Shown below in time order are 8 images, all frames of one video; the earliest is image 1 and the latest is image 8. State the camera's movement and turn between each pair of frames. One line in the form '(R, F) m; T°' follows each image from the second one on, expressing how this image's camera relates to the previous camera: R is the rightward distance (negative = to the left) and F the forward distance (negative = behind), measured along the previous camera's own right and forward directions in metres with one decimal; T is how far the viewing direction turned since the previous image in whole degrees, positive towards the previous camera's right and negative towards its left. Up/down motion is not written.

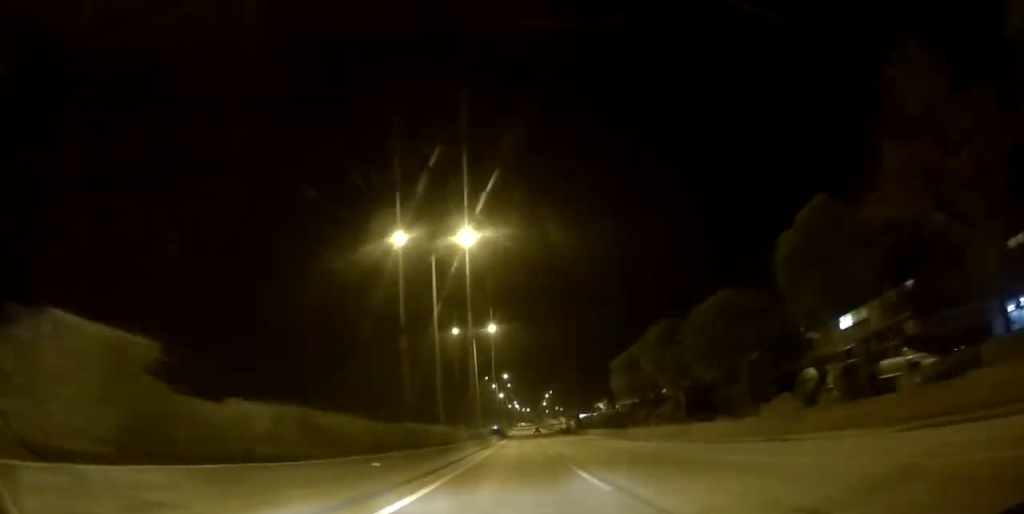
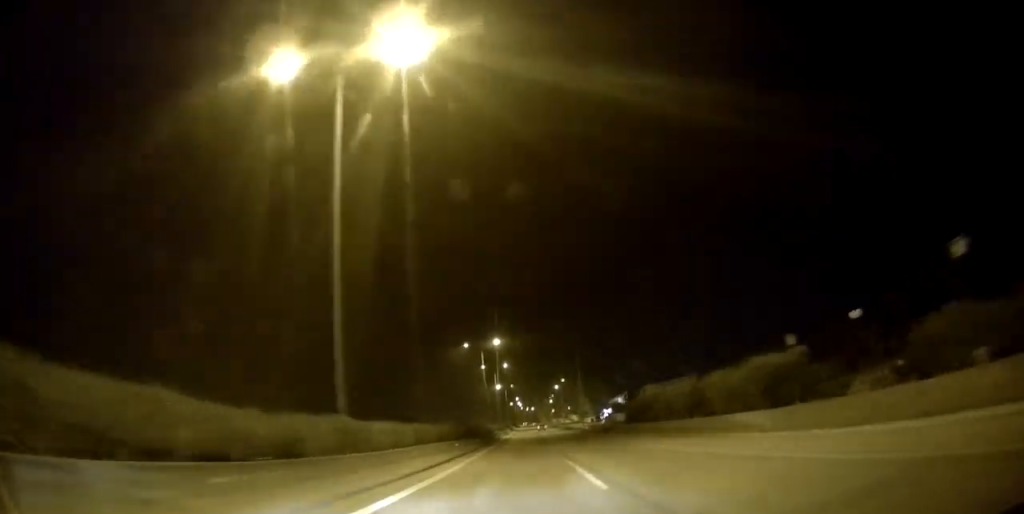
(-0.8, +53.5) m; -2°
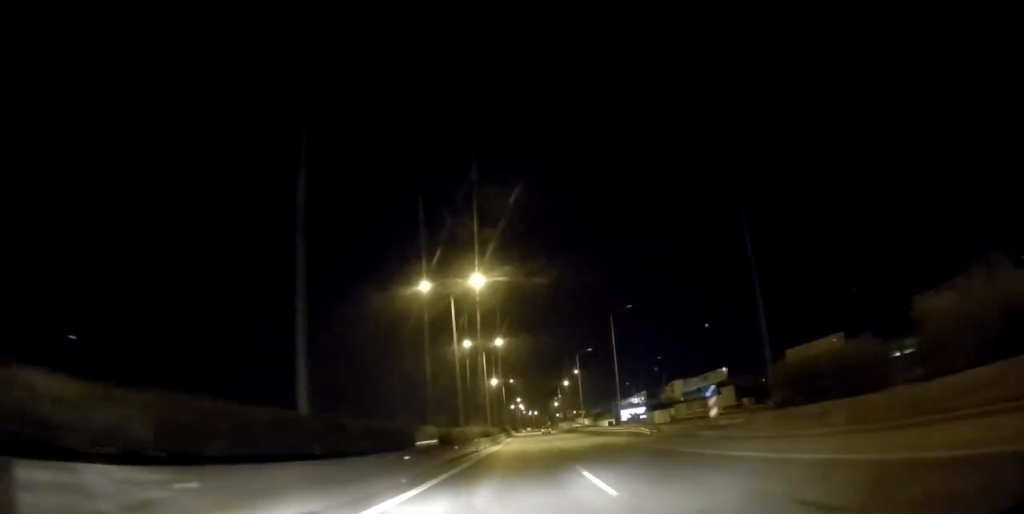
(-0.4, +36.6) m; 0°
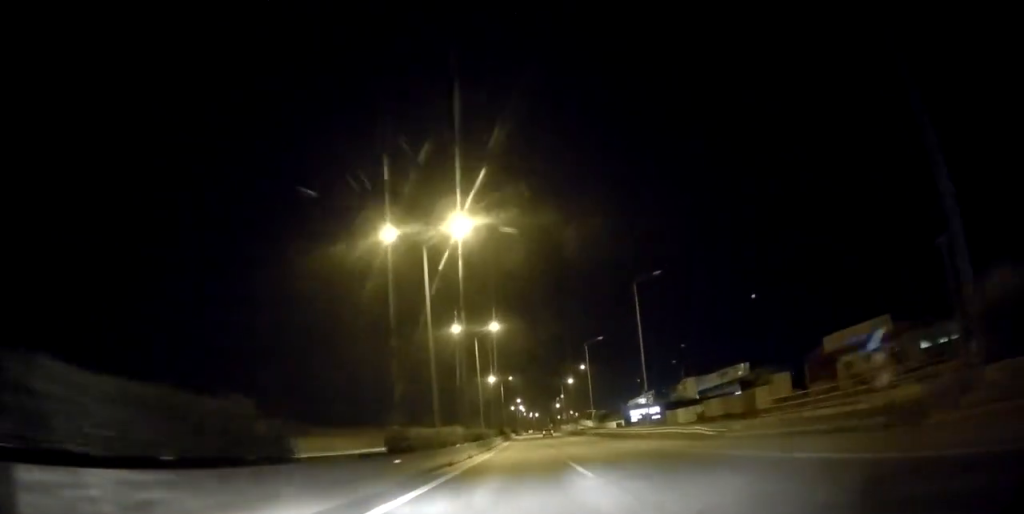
(0.0, +13.6) m; 0°
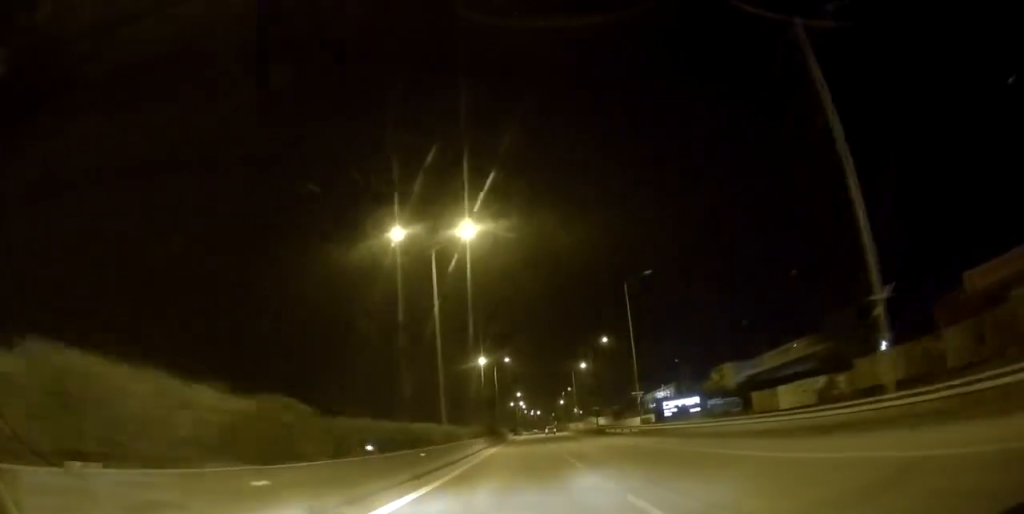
(+0.8, +32.8) m; +1°
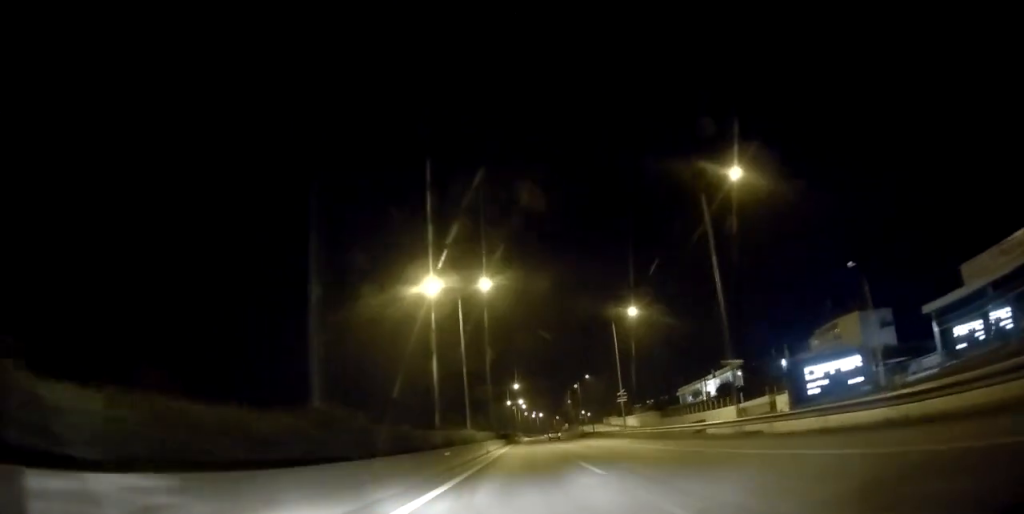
(-0.4, +55.5) m; +1°
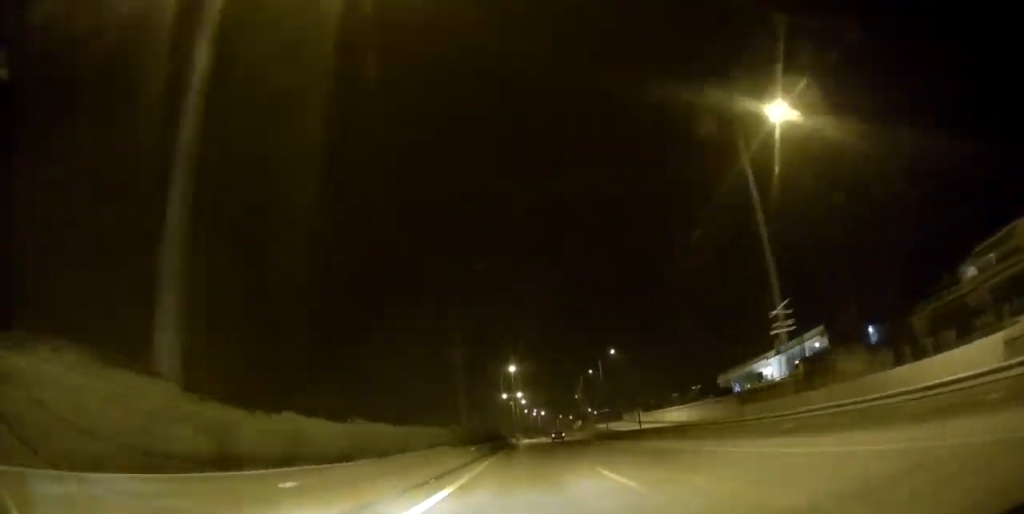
(+1.0, +40.2) m; 0°
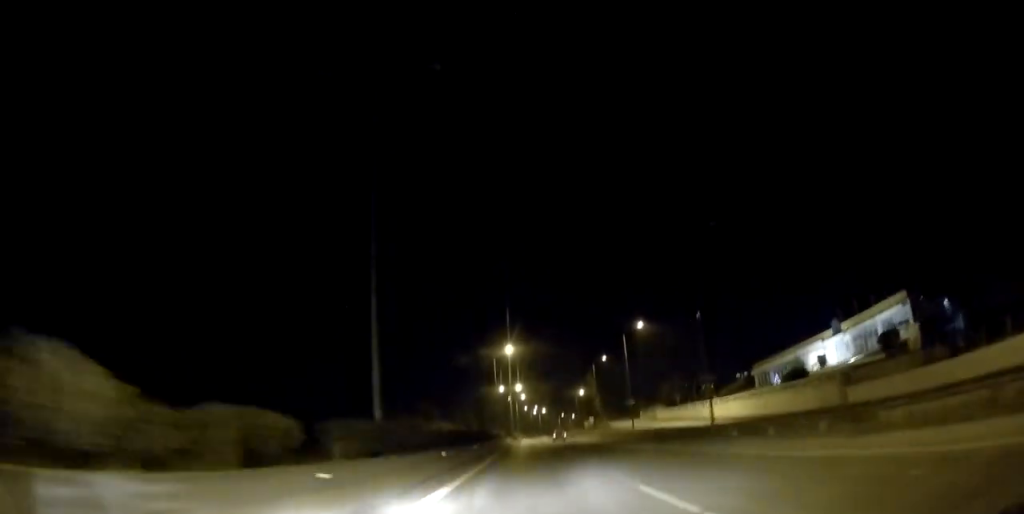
(-0.7, +23.7) m; -1°
